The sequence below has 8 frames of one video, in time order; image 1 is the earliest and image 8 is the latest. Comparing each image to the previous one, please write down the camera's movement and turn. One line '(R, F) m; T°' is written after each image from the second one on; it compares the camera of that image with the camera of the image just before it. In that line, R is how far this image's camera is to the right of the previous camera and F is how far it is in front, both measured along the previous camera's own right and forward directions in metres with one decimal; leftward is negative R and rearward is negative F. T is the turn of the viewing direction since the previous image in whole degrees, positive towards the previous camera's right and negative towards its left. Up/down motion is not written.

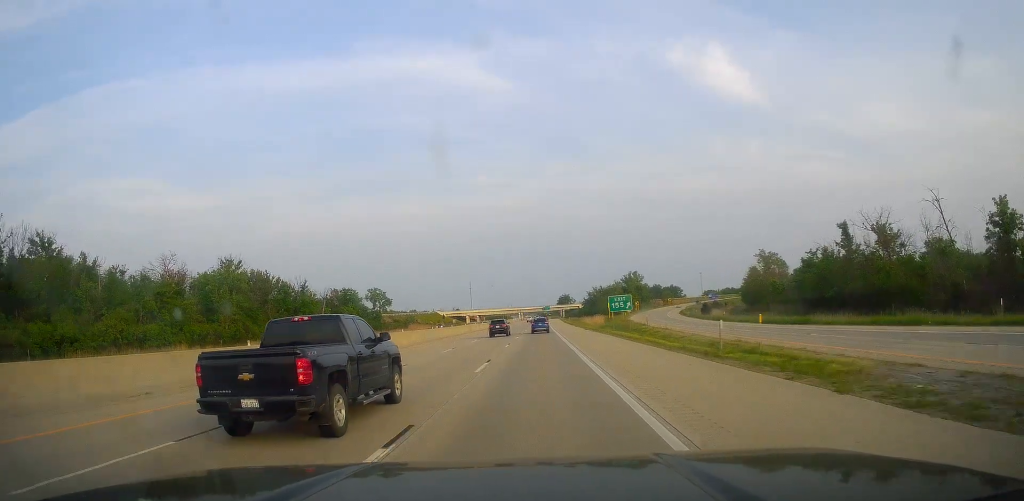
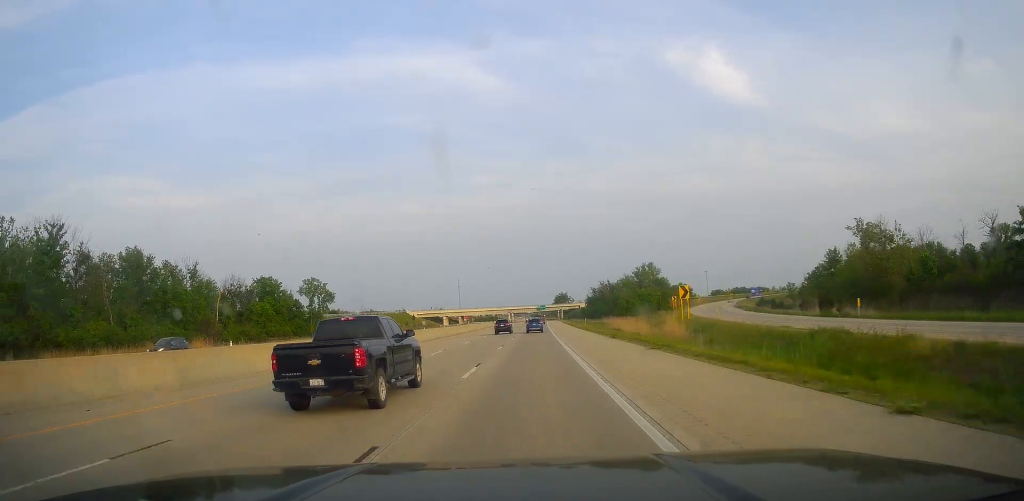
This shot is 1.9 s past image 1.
(+0.2, +62.3) m; +1°
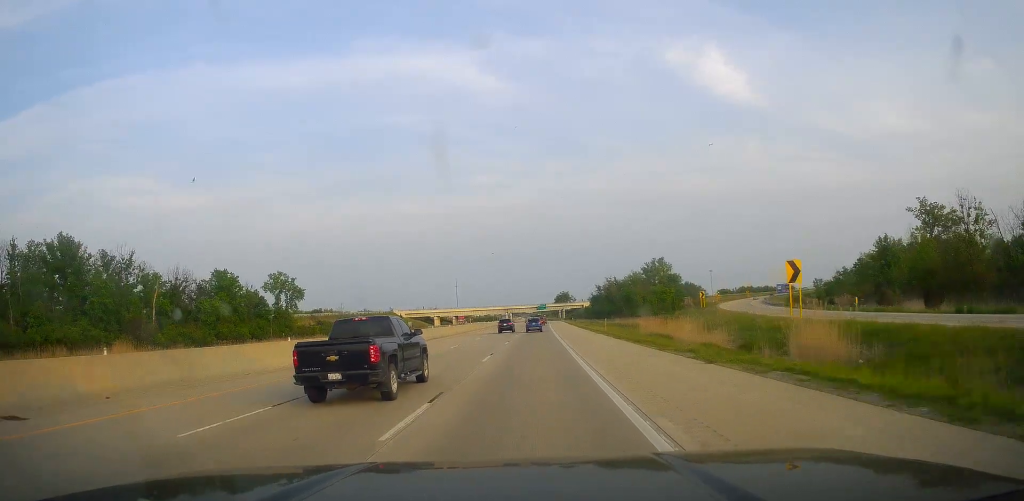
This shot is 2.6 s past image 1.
(-0.1, +24.1) m; 0°
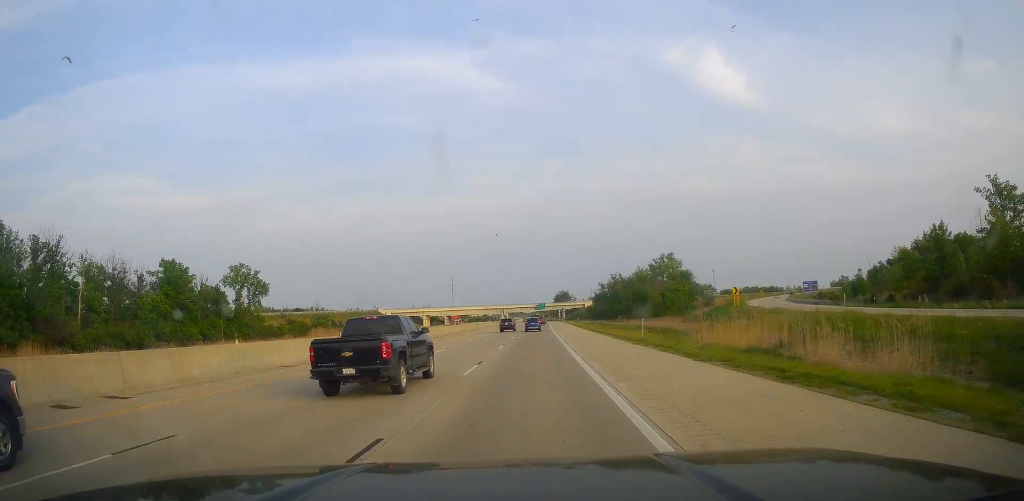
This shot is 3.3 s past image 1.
(+0.2, +20.8) m; 0°
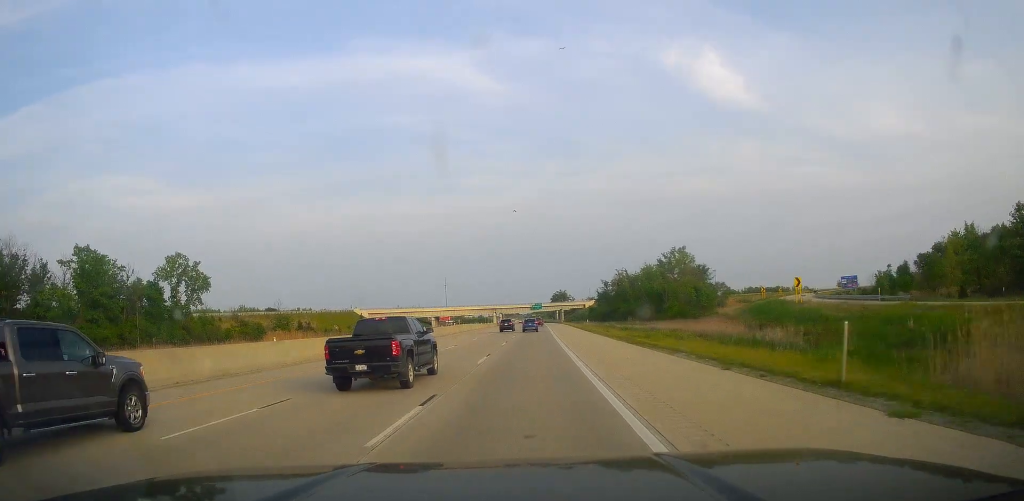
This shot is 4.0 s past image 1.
(-0.1, +25.2) m; 0°
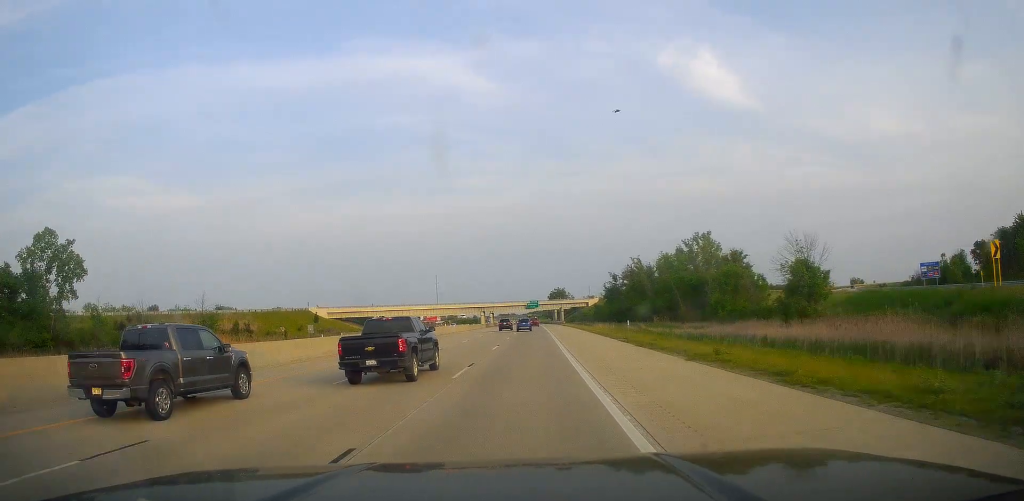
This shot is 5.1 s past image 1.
(0.0, +36.2) m; +1°
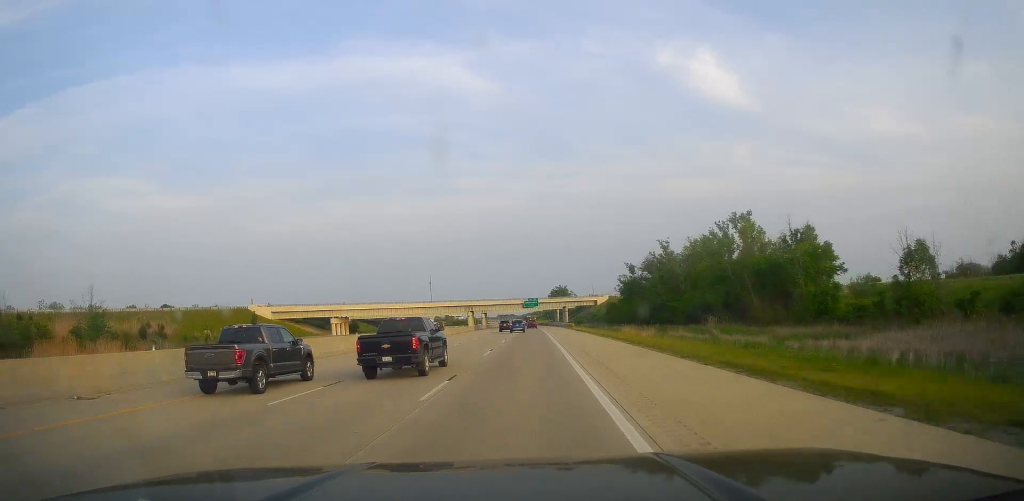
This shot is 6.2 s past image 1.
(+0.4, +35.0) m; +1°
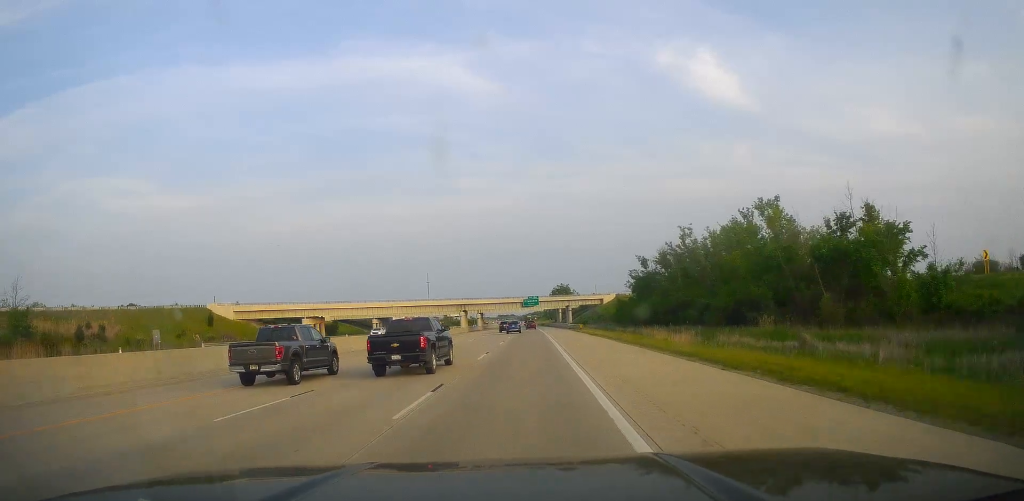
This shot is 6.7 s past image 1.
(+0.1, +17.5) m; 0°
